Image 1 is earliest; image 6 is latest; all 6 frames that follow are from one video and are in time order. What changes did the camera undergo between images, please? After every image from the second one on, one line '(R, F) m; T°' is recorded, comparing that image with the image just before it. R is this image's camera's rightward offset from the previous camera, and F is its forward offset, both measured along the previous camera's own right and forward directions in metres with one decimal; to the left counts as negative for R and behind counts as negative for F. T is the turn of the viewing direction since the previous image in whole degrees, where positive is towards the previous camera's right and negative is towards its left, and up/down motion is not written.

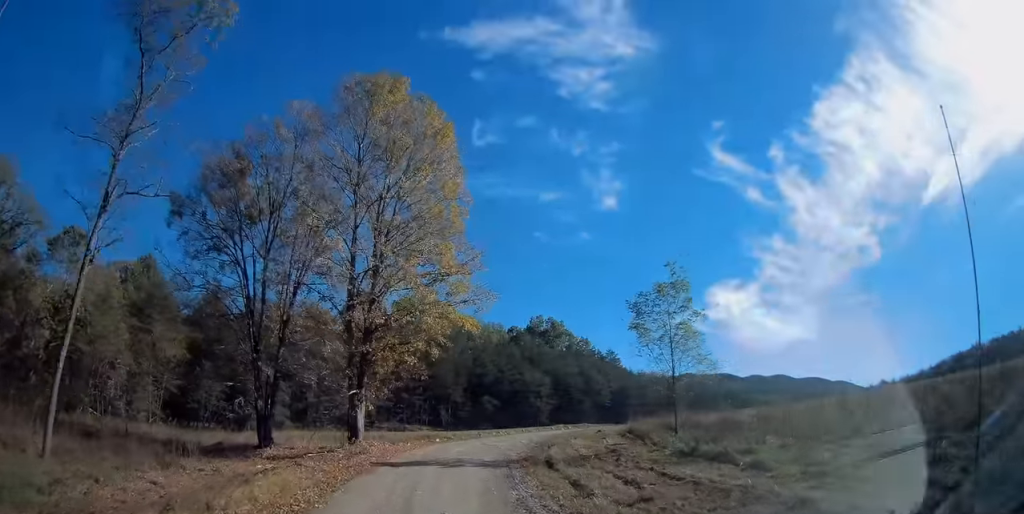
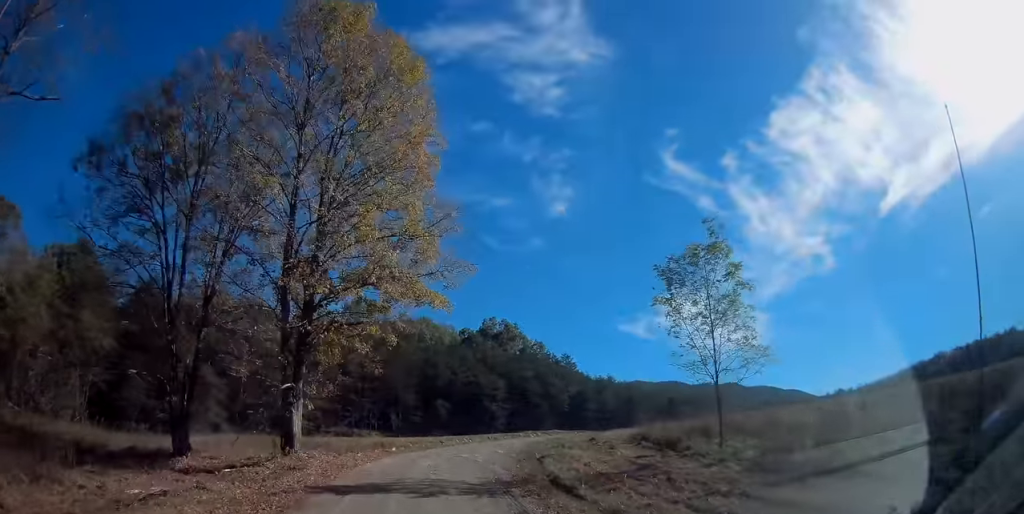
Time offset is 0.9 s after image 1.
(+0.2, +7.2) m; +5°
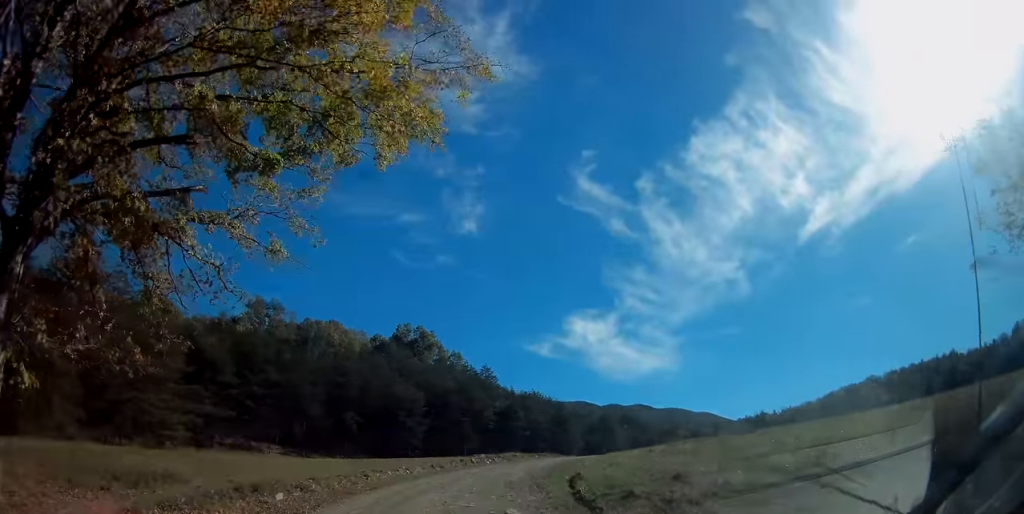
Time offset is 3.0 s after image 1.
(+1.4, +16.3) m; +7°
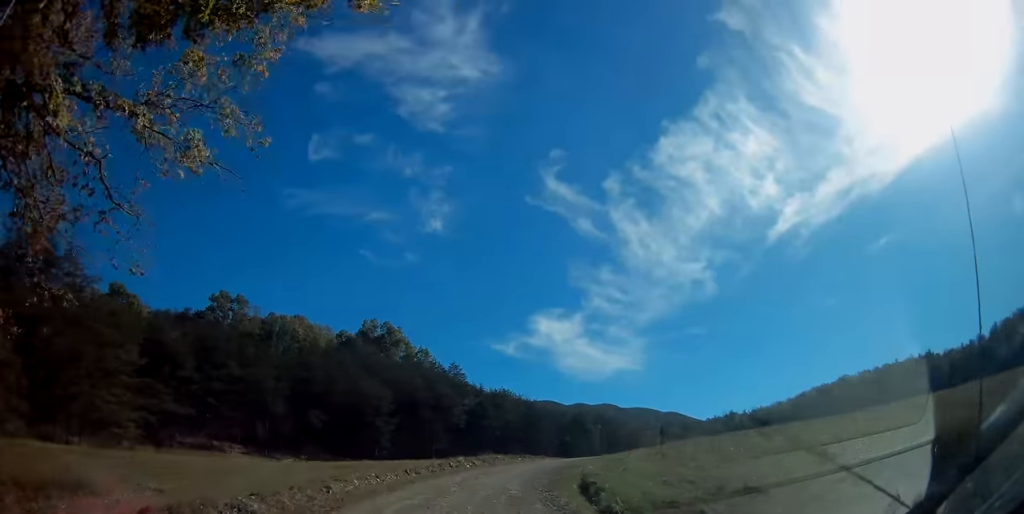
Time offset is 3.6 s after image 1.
(-0.1, +4.6) m; +2°
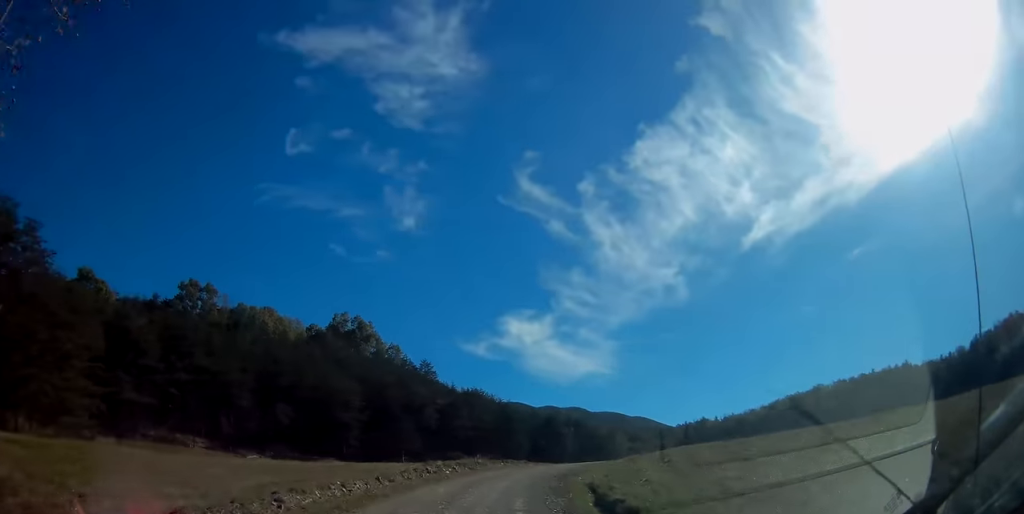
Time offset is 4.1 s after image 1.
(+0.1, +4.0) m; +4°
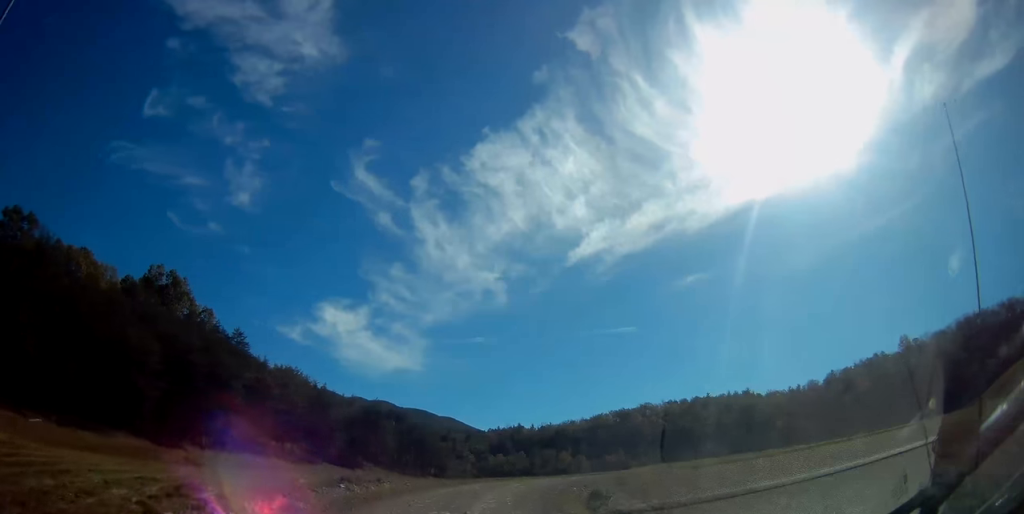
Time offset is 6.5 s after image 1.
(+3.0, +17.2) m; +20°
